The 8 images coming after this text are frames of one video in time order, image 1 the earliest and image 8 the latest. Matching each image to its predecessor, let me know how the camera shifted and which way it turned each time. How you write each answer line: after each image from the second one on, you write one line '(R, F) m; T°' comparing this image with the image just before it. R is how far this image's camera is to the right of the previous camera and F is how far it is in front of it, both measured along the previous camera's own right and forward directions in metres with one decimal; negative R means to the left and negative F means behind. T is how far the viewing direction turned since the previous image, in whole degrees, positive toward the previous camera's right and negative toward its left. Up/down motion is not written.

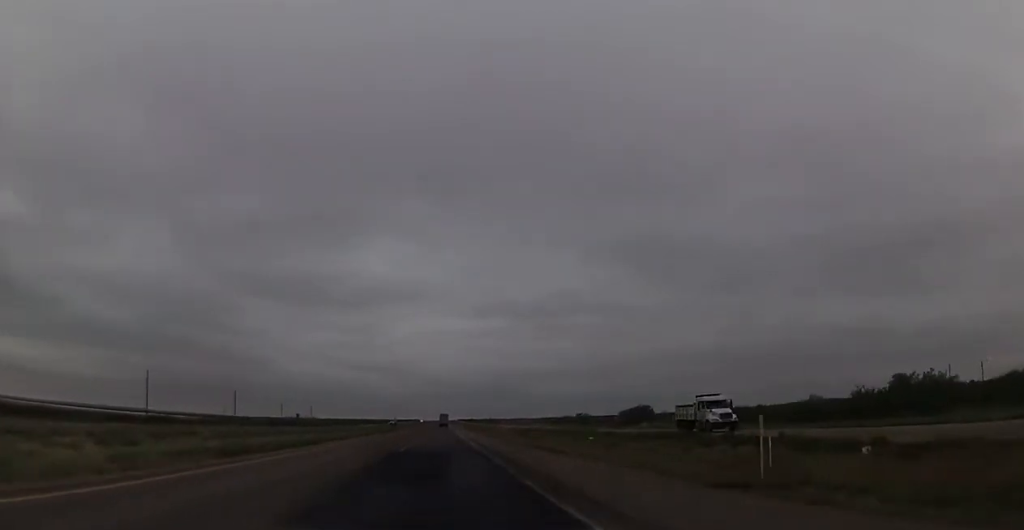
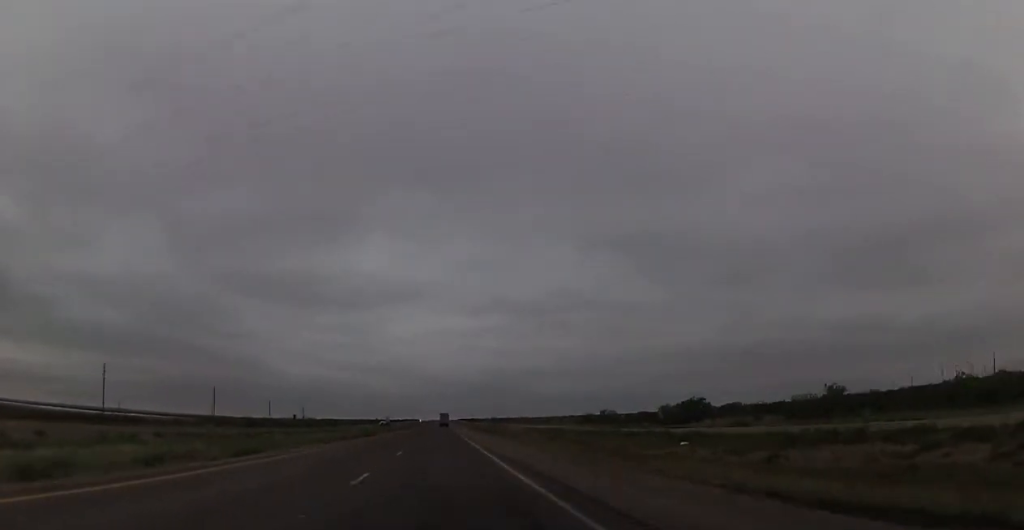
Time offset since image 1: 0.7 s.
(-0.2, +27.1) m; 0°
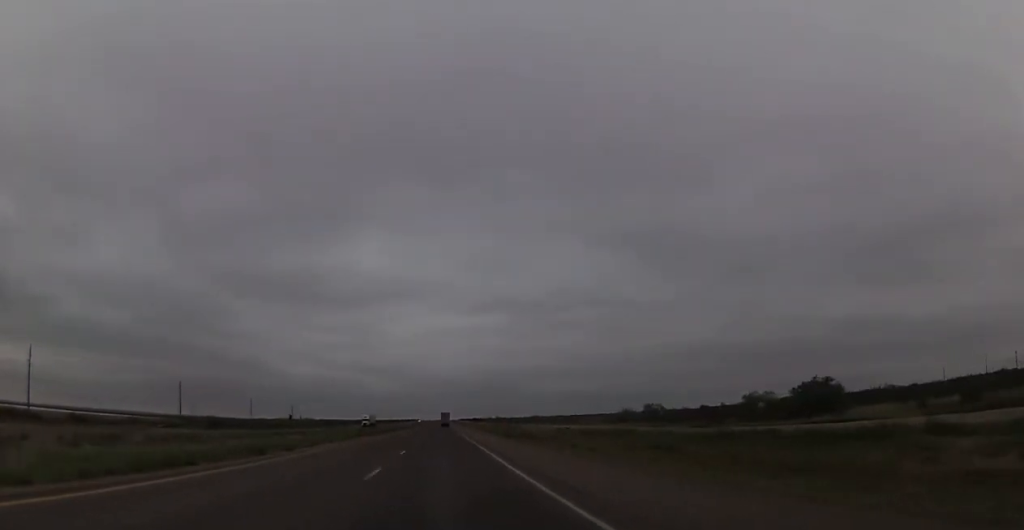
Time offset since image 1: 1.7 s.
(0.0, +34.5) m; 0°
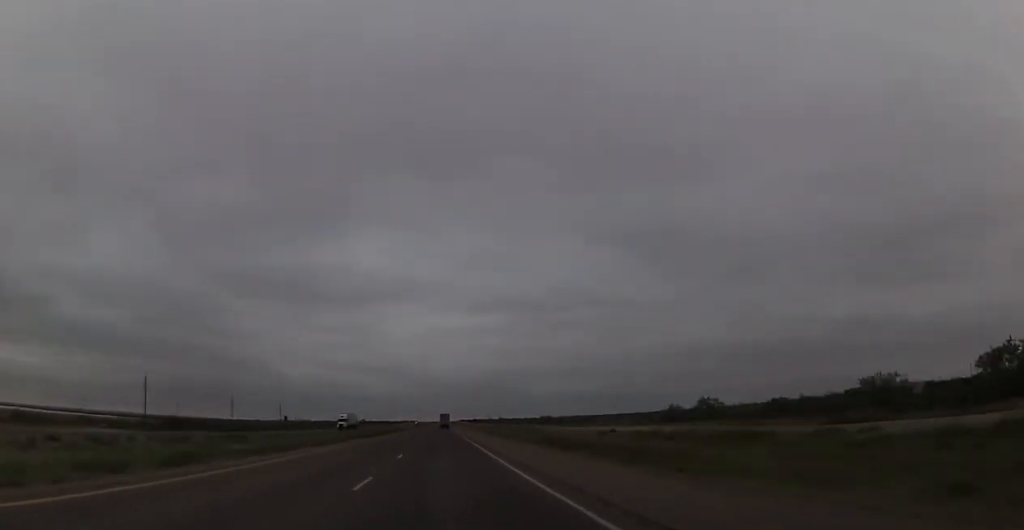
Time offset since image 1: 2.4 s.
(-0.1, +27.0) m; 0°
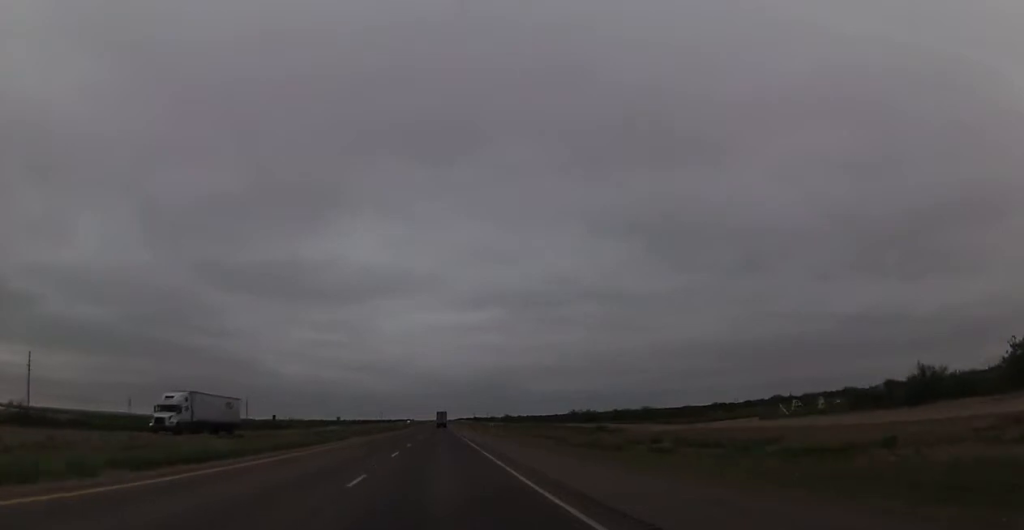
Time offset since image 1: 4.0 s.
(+0.2, +60.0) m; +1°
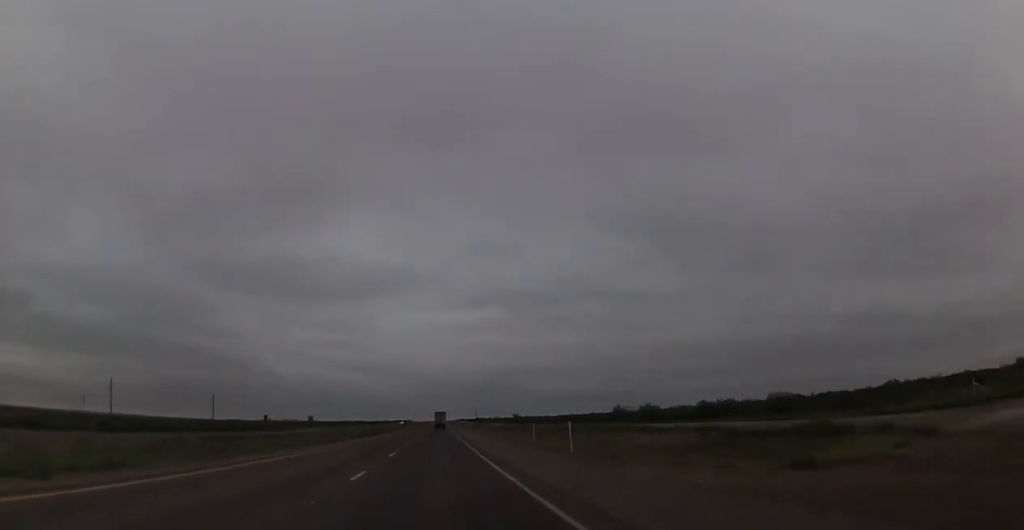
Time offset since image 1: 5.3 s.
(+0.4, +46.5) m; 0°
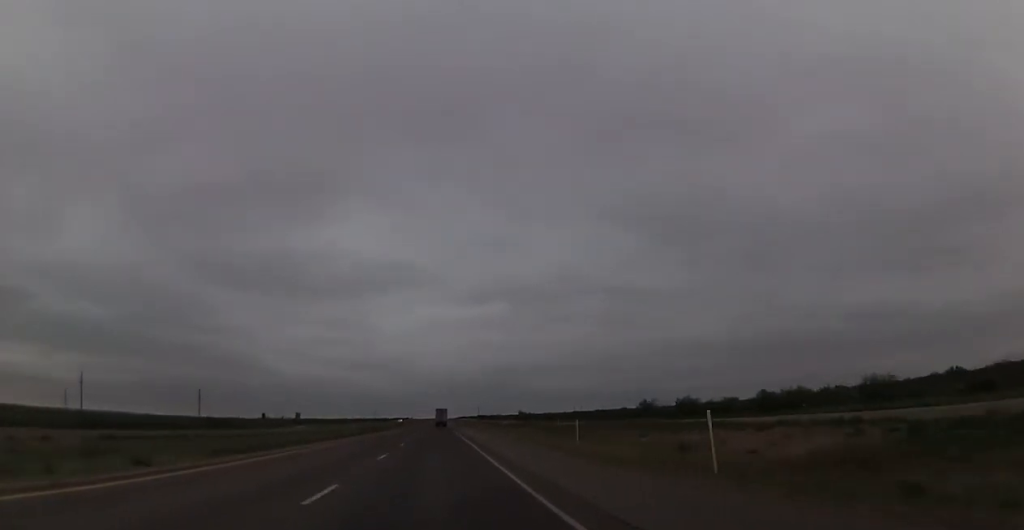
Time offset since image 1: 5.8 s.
(-0.1, +17.1) m; 0°
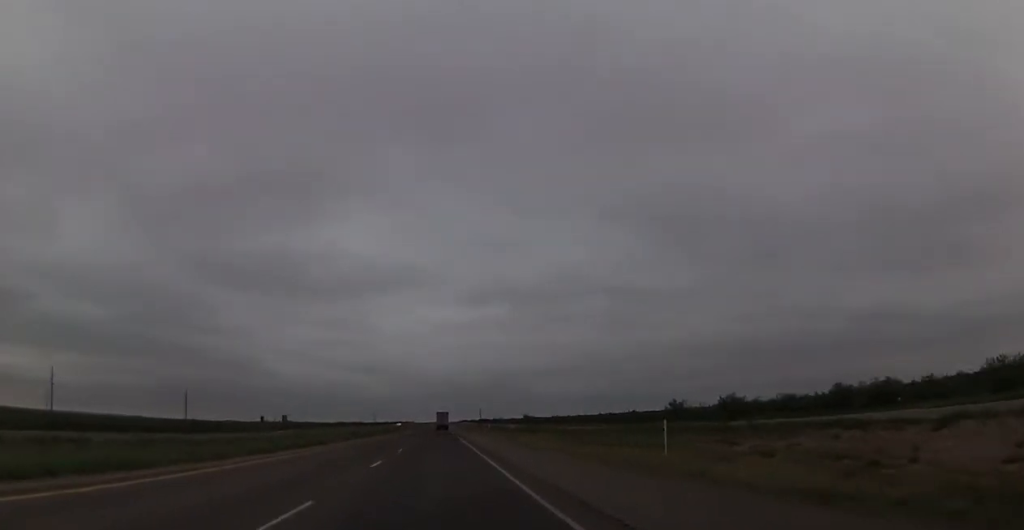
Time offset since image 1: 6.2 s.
(-0.2, +14.7) m; 0°
